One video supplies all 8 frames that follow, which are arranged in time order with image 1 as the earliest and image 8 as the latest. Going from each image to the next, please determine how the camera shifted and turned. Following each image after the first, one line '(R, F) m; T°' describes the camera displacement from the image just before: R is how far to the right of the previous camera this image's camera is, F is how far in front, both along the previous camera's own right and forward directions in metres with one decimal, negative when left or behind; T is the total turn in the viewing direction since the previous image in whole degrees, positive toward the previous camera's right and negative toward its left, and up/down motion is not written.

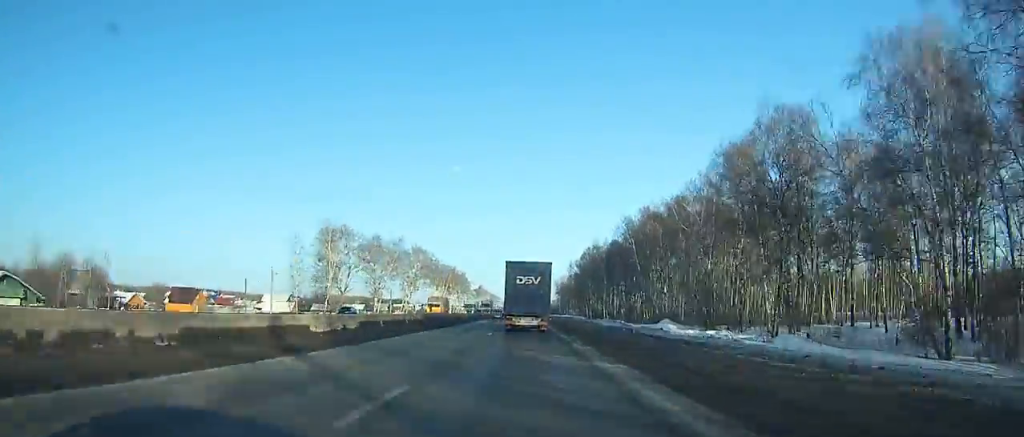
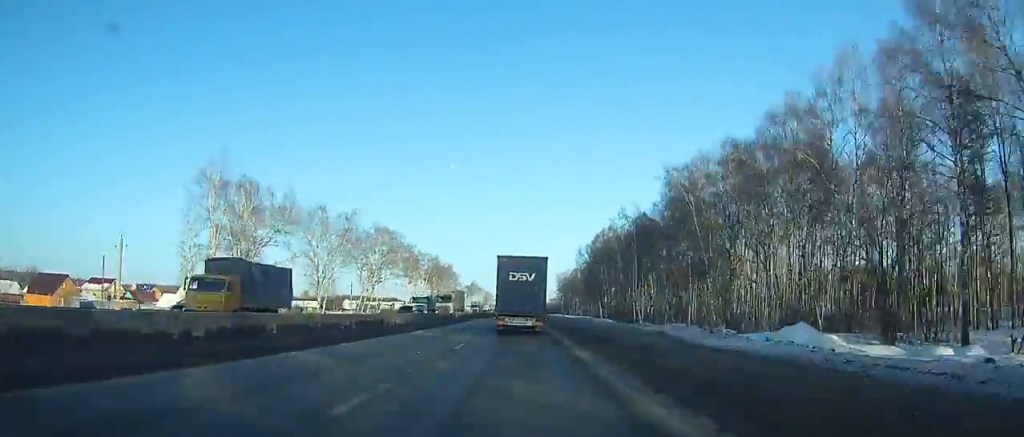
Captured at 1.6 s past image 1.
(+0.1, +32.7) m; 0°
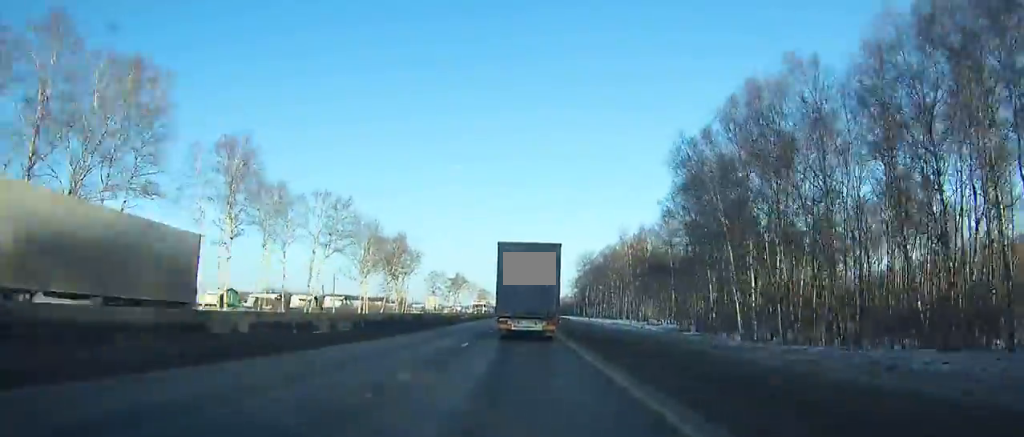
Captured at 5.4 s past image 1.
(0.0, +80.6) m; 0°
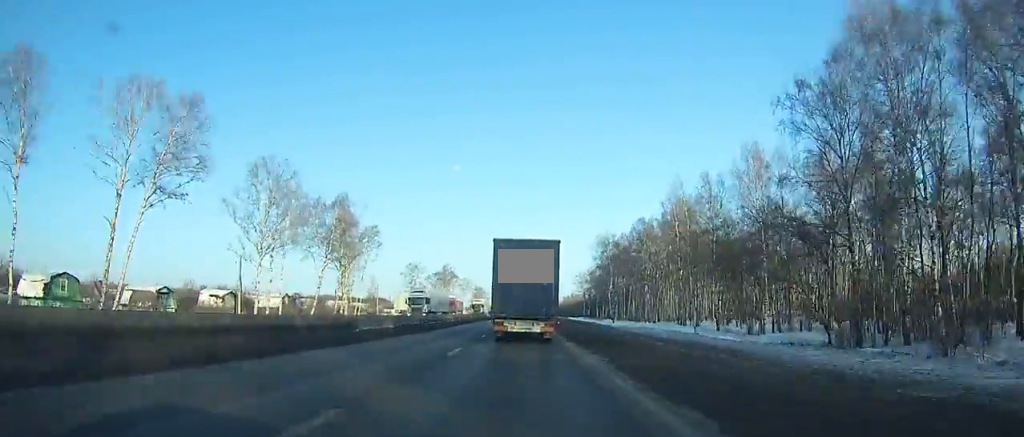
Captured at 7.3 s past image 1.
(-0.1, +41.8) m; 0°
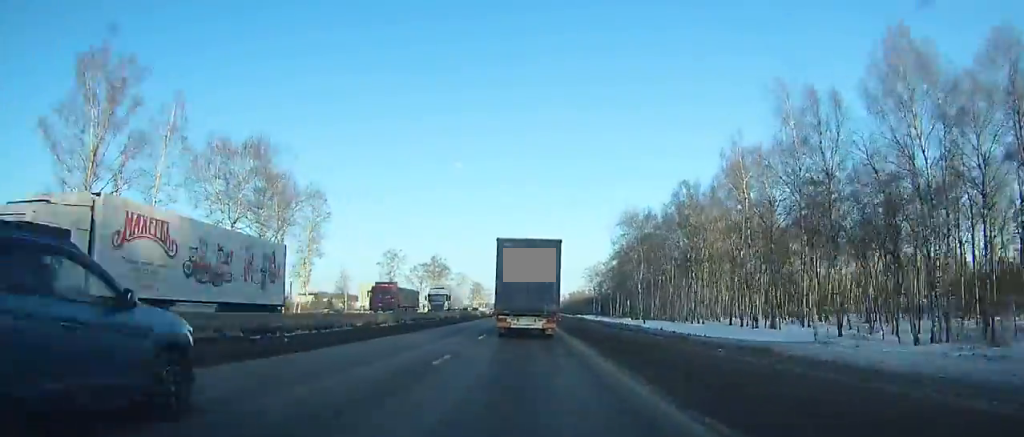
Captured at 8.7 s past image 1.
(-0.1, +31.3) m; 0°
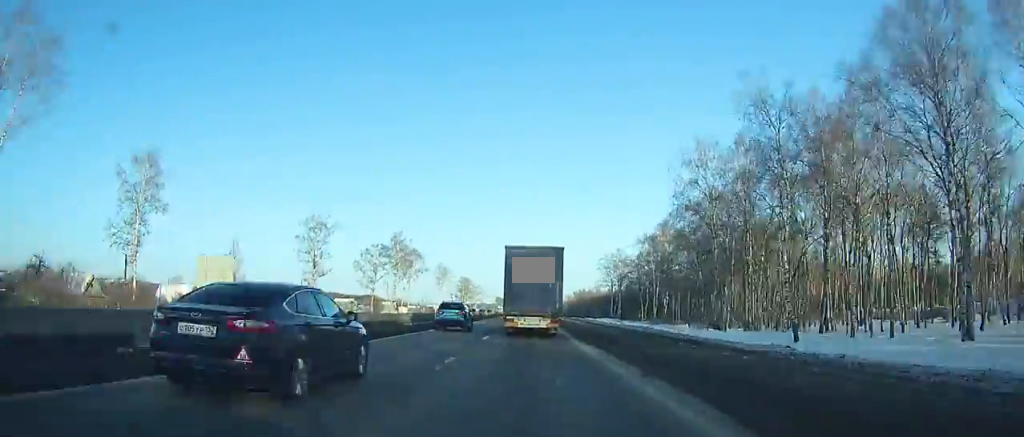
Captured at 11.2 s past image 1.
(0.0, +55.1) m; 0°
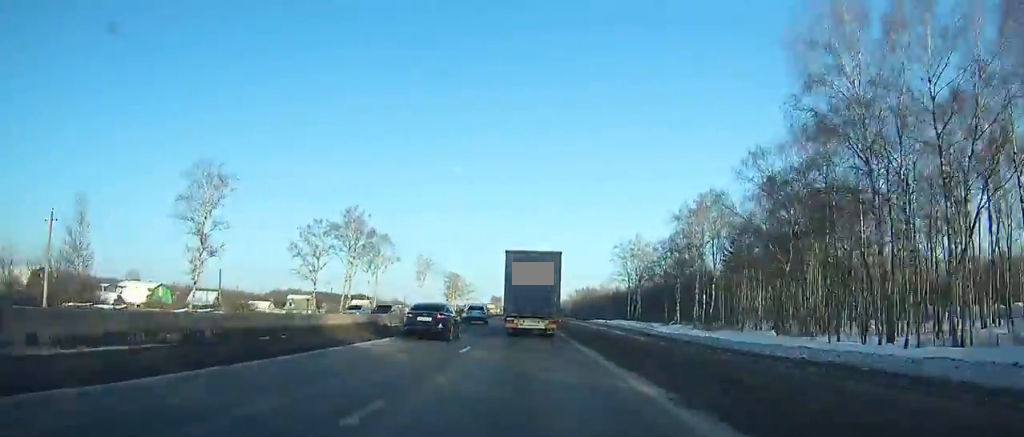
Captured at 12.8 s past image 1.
(0.0, +34.9) m; 0°
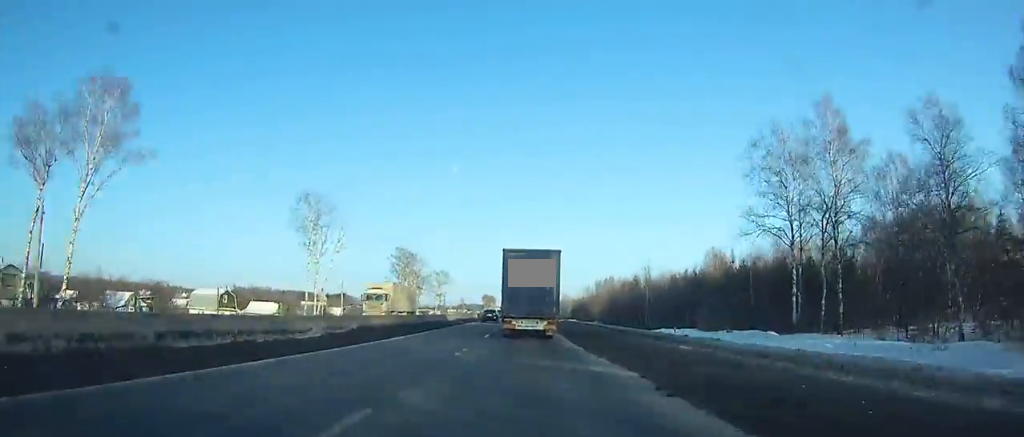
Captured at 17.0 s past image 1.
(+0.1, +89.1) m; 0°
